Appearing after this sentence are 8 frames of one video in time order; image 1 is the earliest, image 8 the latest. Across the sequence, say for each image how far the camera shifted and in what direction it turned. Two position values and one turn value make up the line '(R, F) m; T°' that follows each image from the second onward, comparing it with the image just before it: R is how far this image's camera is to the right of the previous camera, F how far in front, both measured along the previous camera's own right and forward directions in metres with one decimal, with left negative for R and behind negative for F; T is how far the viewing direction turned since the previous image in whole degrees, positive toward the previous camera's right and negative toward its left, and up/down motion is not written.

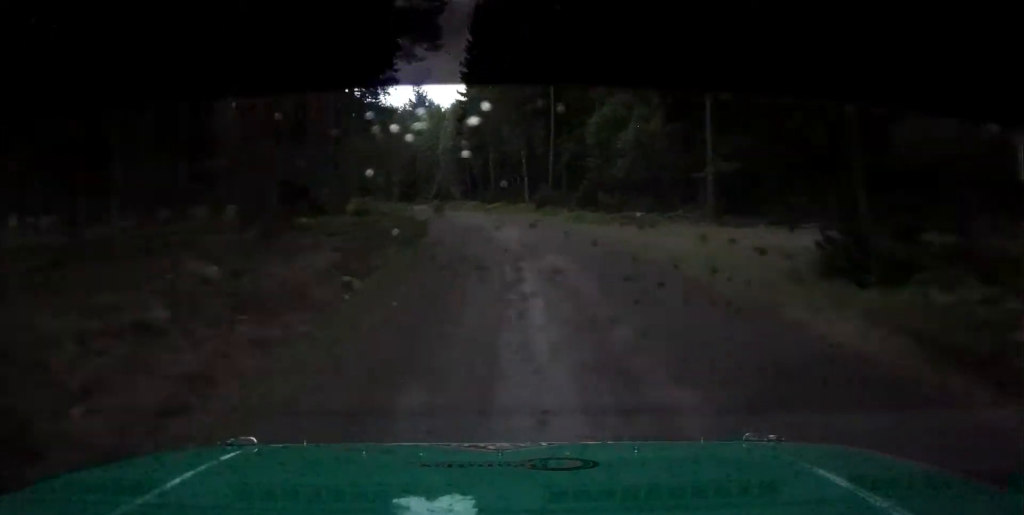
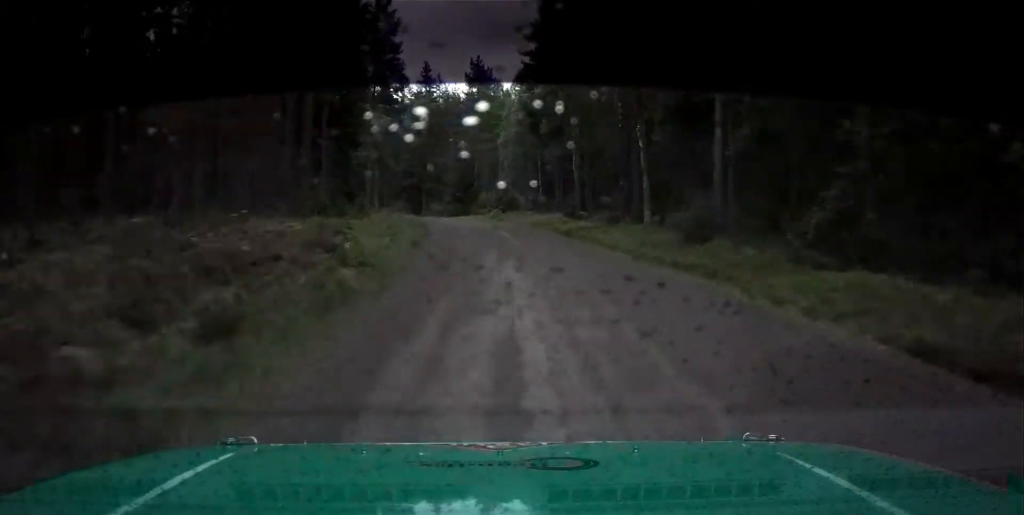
(-0.5, +29.7) m; -3°
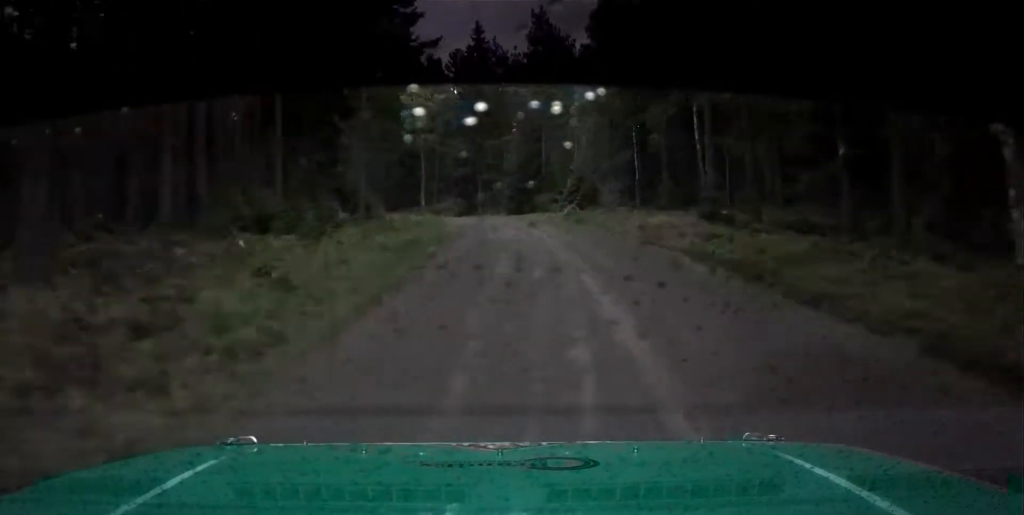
(-0.1, +23.9) m; -4°
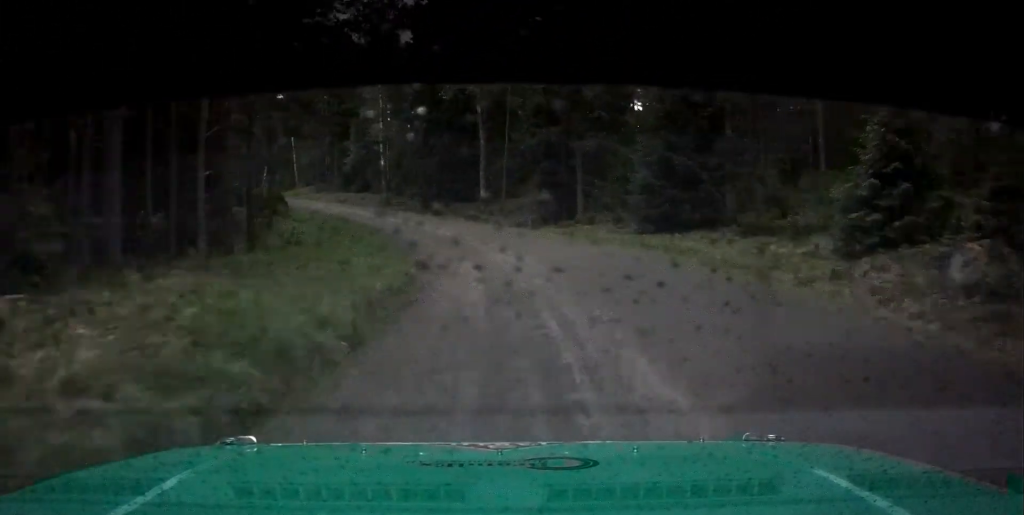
(-5.2, +43.8) m; -13°
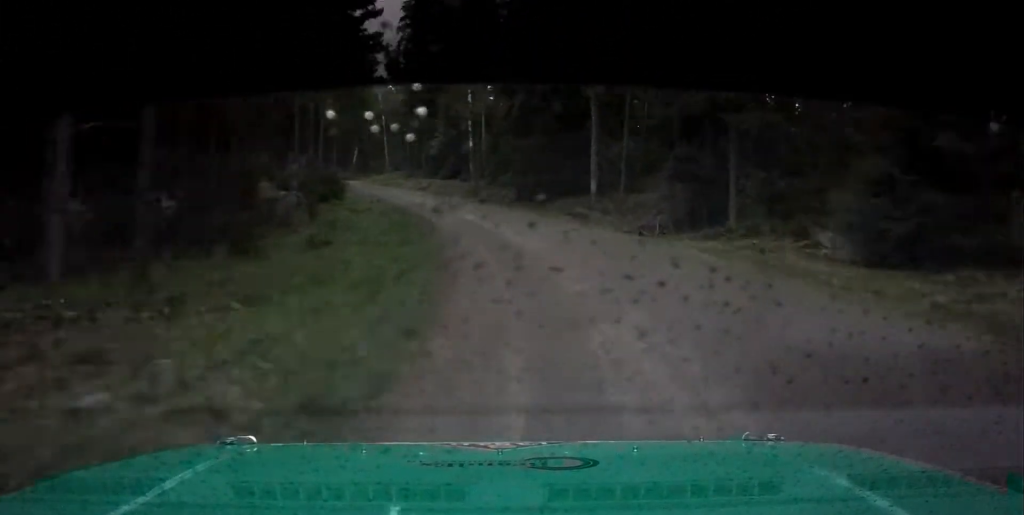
(-0.4, +13.5) m; -4°
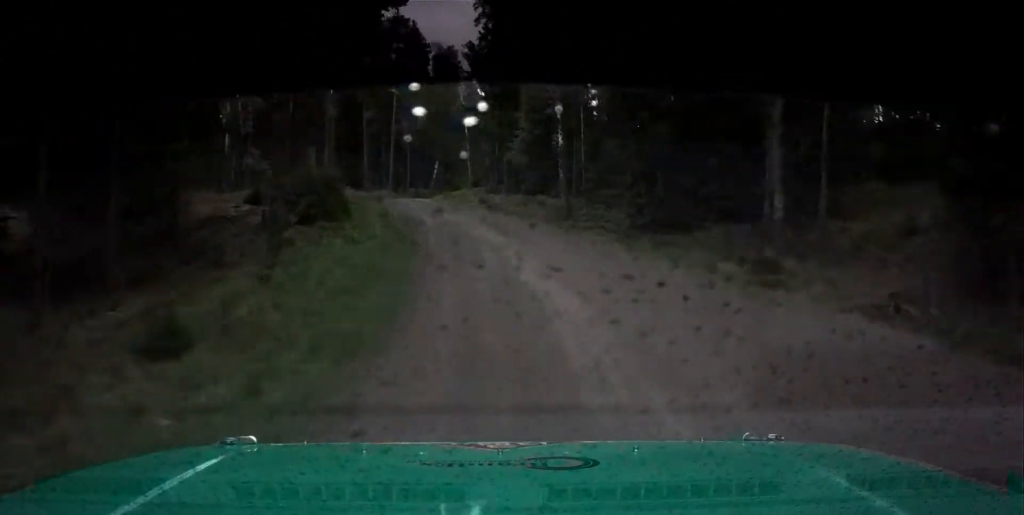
(-1.2, +18.9) m; -6°
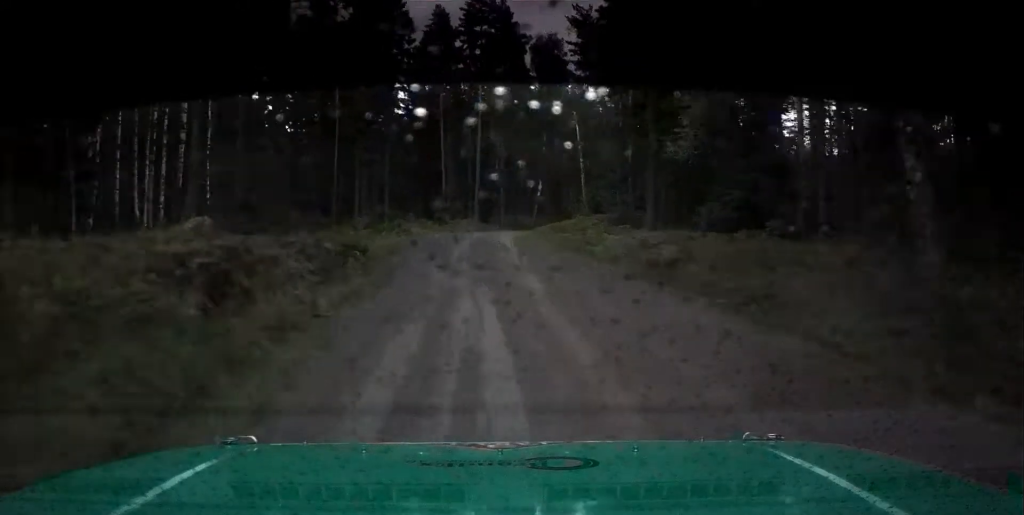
(-1.9, +26.8) m; -8°
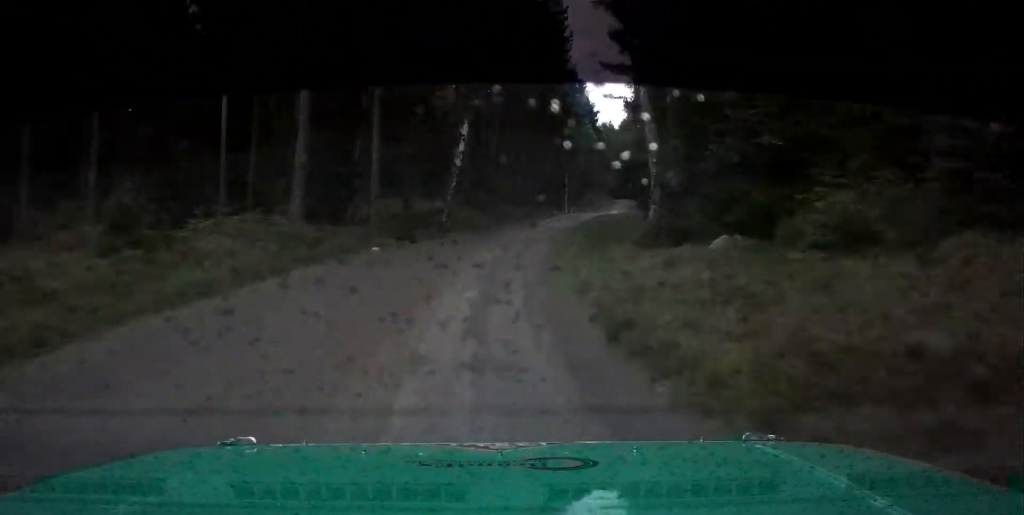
(-4.4, +48.7) m; -4°
